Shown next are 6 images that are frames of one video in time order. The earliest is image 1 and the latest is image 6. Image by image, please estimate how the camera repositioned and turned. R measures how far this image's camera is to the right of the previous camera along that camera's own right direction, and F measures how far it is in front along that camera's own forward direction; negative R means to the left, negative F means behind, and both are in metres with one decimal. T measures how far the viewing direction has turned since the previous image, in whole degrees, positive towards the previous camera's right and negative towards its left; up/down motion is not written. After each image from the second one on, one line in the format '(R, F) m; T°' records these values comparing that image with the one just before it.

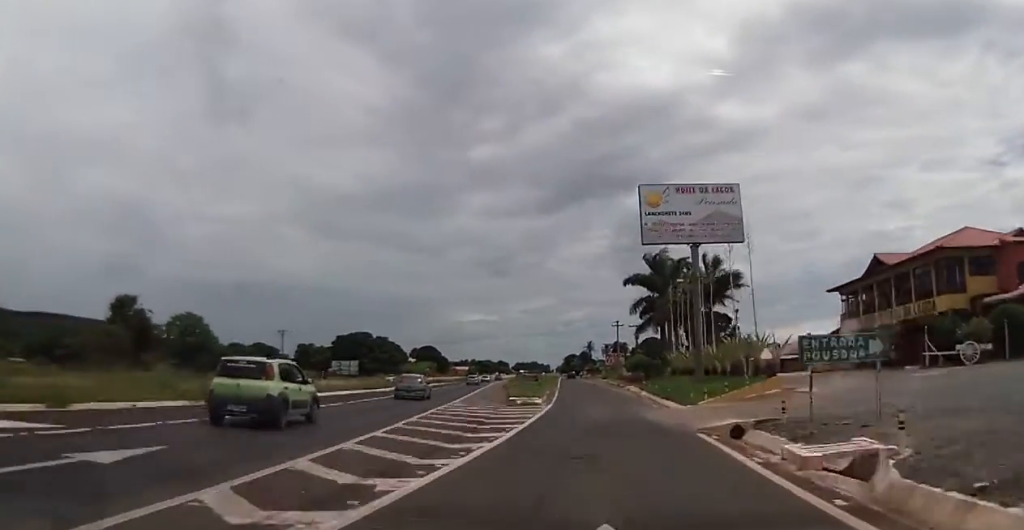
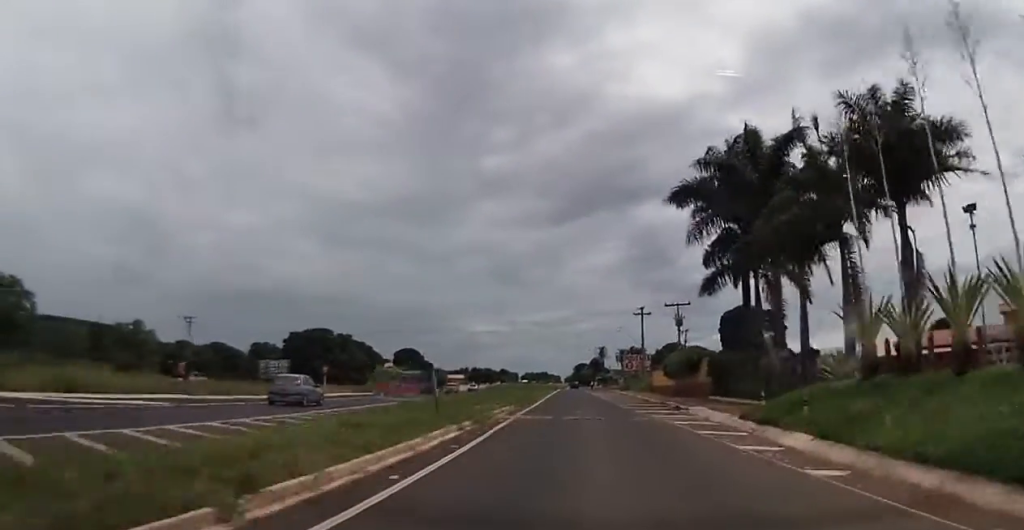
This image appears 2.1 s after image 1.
(+0.6, +39.8) m; 0°
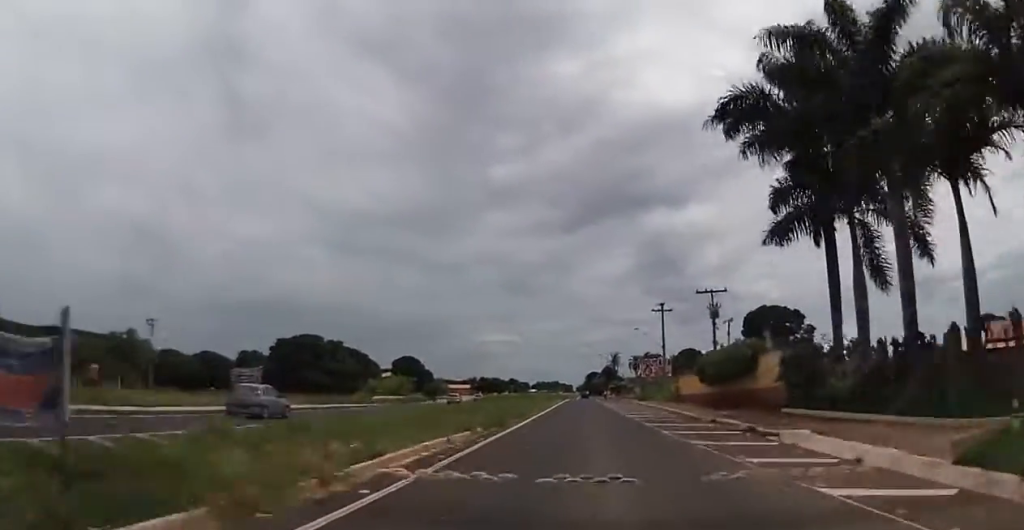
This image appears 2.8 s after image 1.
(-0.4, +13.2) m; -1°
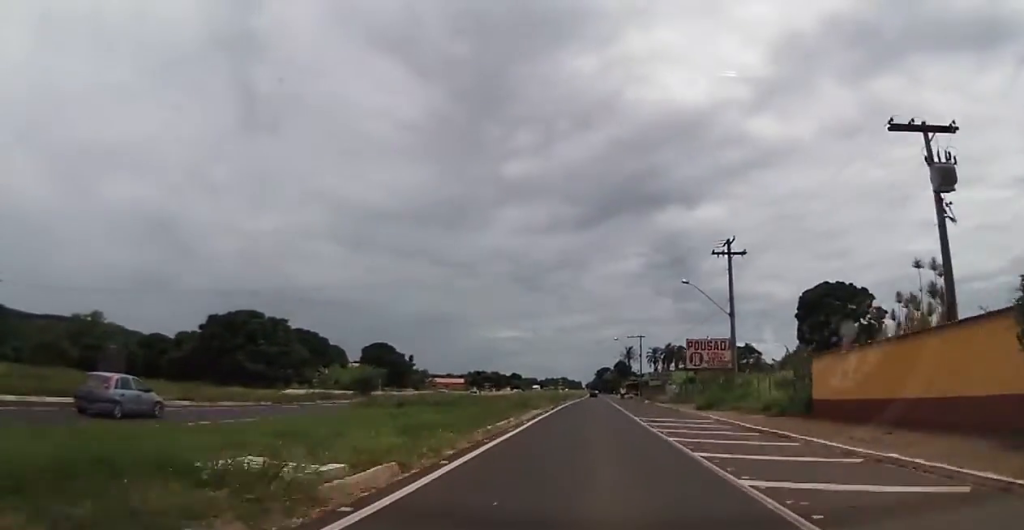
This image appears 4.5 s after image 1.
(+0.1, +32.8) m; -1°
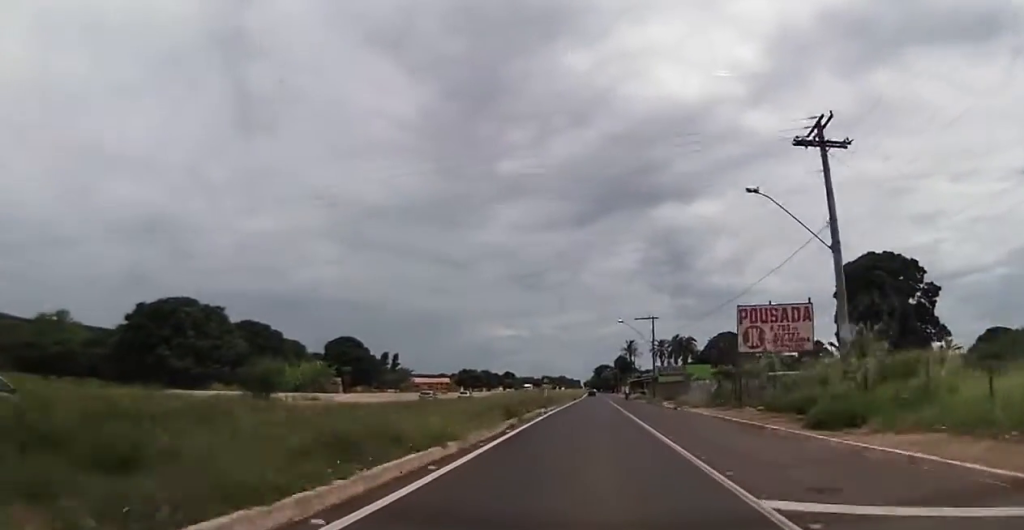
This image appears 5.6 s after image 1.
(-0.2, +20.8) m; 0°
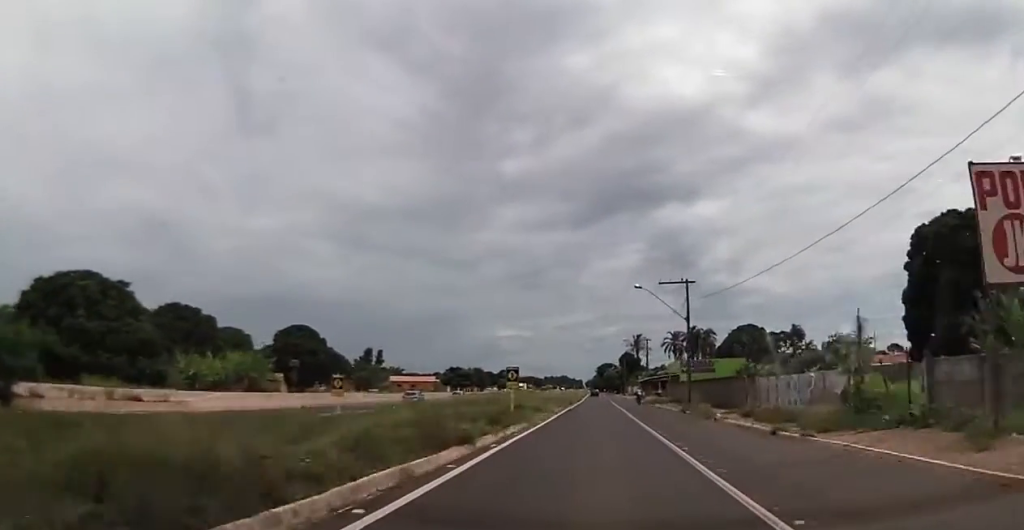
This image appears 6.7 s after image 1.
(+0.2, +23.5) m; +1°
